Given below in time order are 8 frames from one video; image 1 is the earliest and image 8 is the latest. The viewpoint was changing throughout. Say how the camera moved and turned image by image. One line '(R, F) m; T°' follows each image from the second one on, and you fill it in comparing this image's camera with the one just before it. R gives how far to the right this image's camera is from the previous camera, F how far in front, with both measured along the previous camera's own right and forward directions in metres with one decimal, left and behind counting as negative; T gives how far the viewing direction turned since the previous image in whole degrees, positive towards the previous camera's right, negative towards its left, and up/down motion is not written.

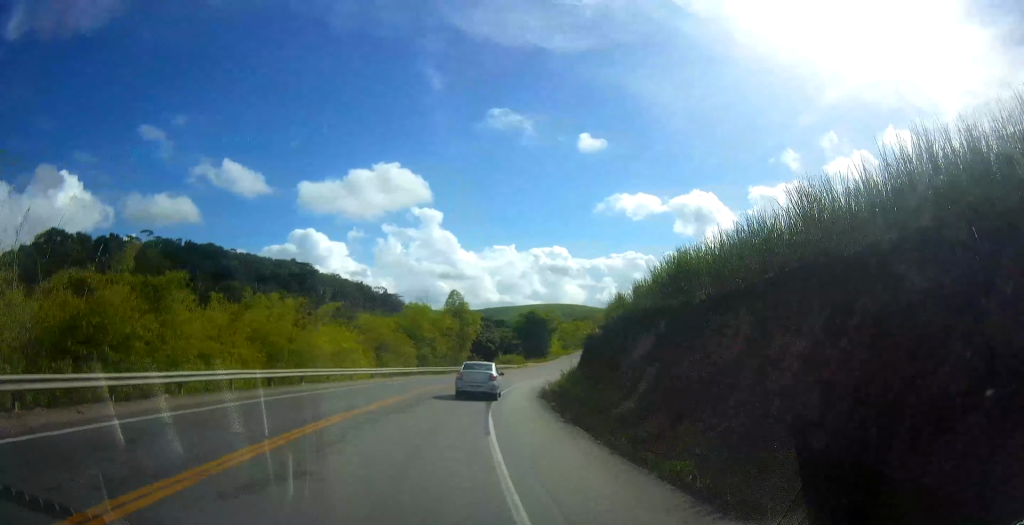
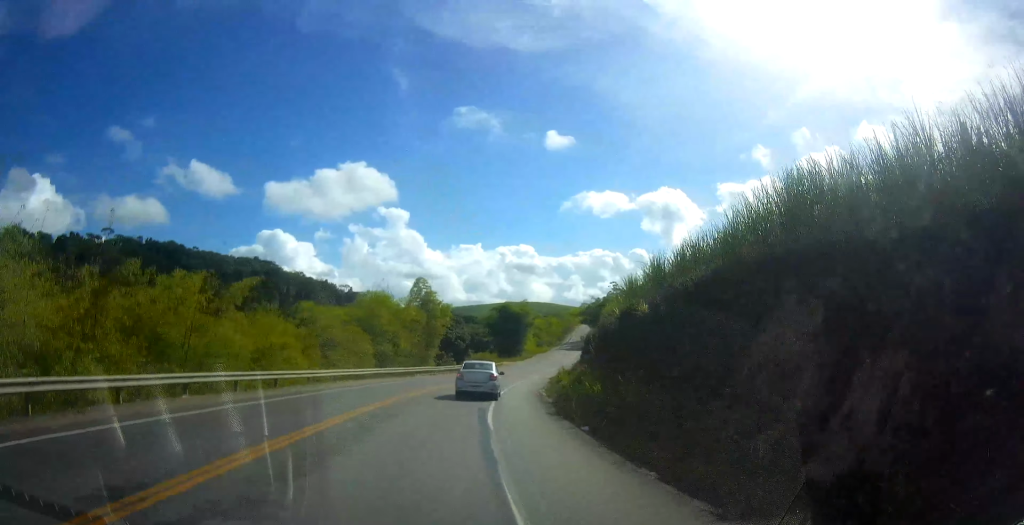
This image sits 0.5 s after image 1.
(-0.1, +10.7) m; +2°
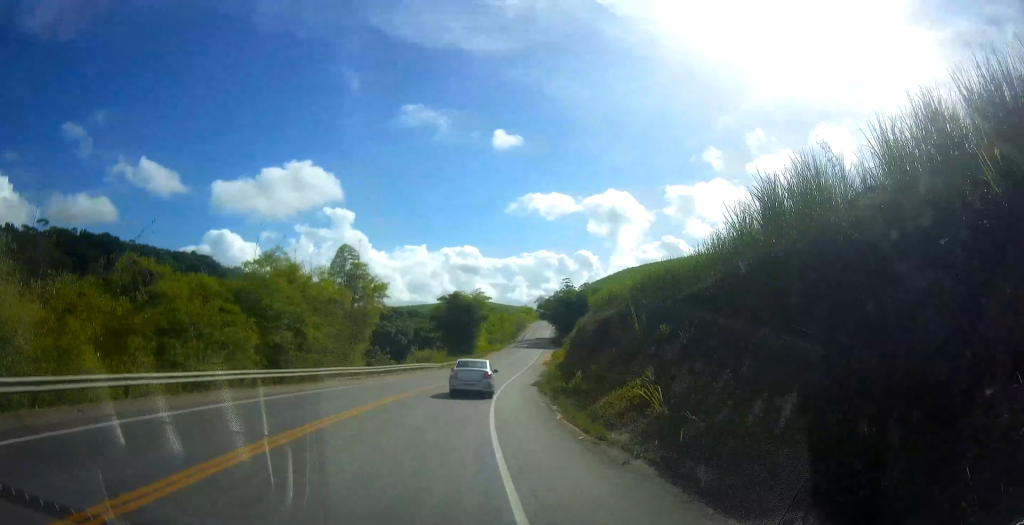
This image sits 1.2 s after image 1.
(+0.9, +18.2) m; +5°
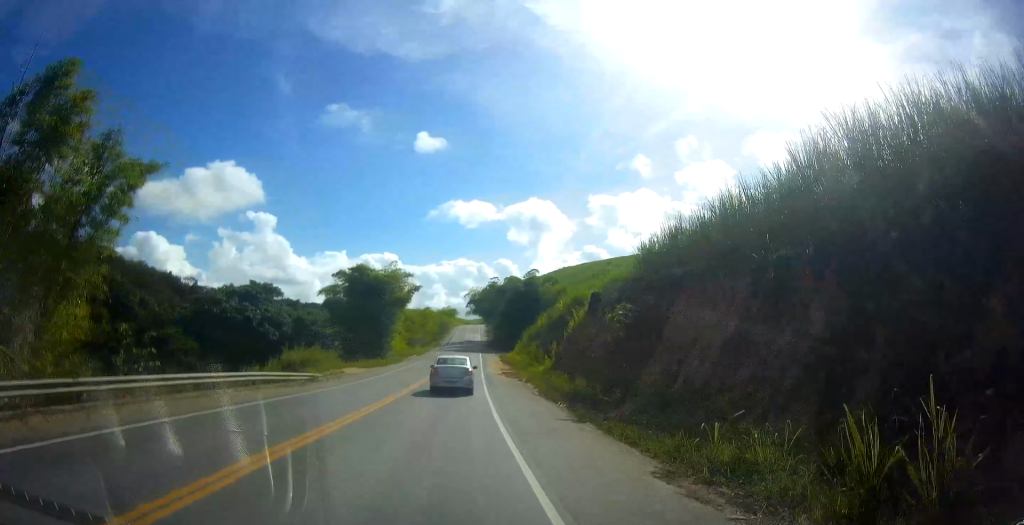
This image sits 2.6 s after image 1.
(+2.2, +31.6) m; +9°
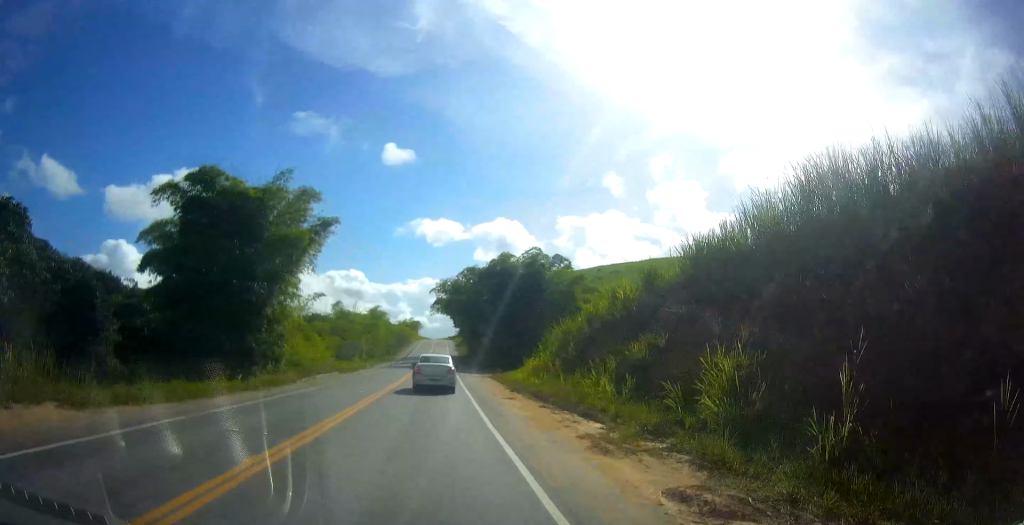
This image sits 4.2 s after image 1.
(+3.4, +36.4) m; +8°
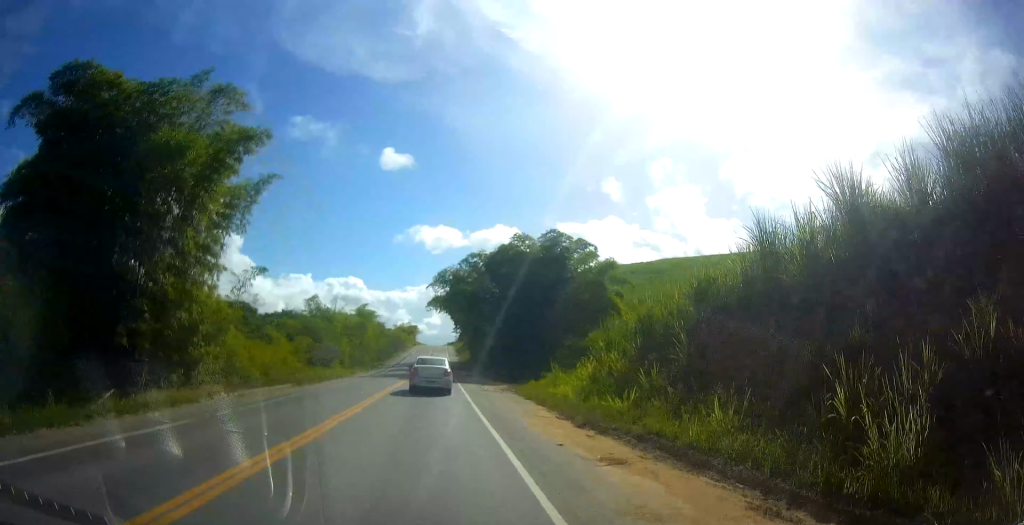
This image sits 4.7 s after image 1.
(+0.2, +13.1) m; +2°
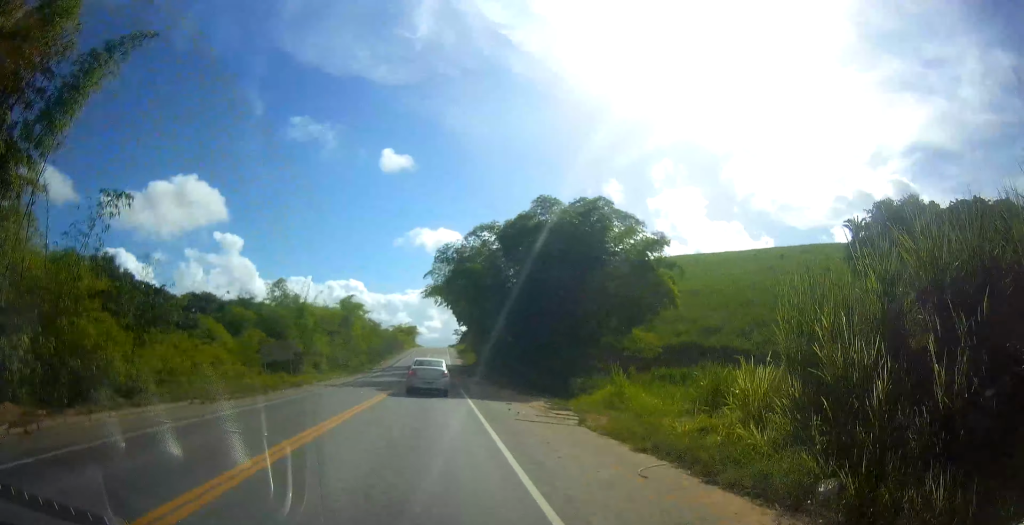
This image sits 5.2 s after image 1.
(+0.1, +13.3) m; +1°
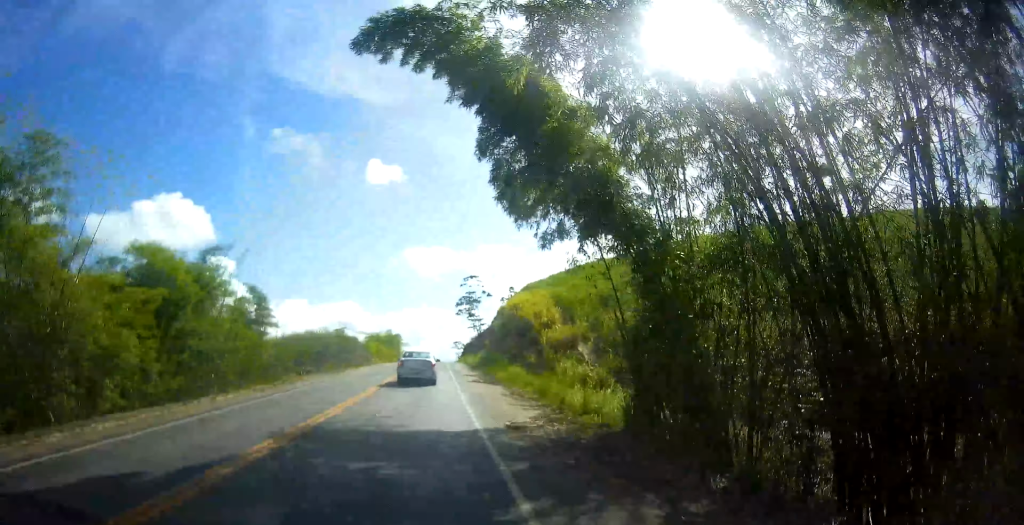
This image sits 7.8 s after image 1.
(+2.9, +62.4) m; +3°
